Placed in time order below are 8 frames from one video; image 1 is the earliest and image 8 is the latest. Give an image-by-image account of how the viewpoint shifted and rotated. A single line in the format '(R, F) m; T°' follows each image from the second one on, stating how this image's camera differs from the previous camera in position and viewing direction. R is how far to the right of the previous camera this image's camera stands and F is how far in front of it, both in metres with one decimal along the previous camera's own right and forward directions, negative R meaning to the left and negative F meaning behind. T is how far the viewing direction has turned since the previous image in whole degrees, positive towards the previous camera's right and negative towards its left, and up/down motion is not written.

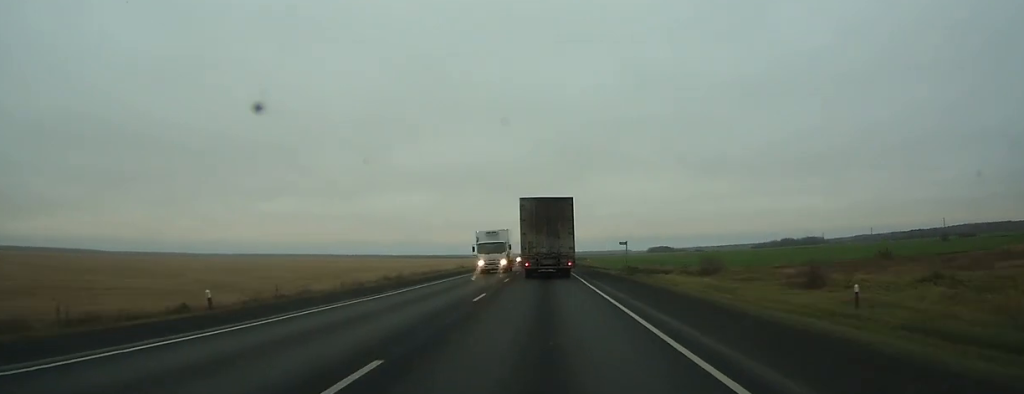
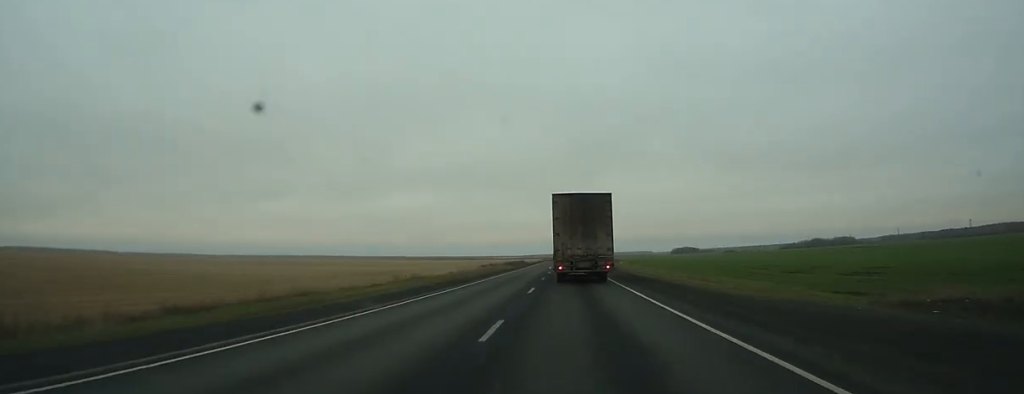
(-0.3, +68.2) m; -1°
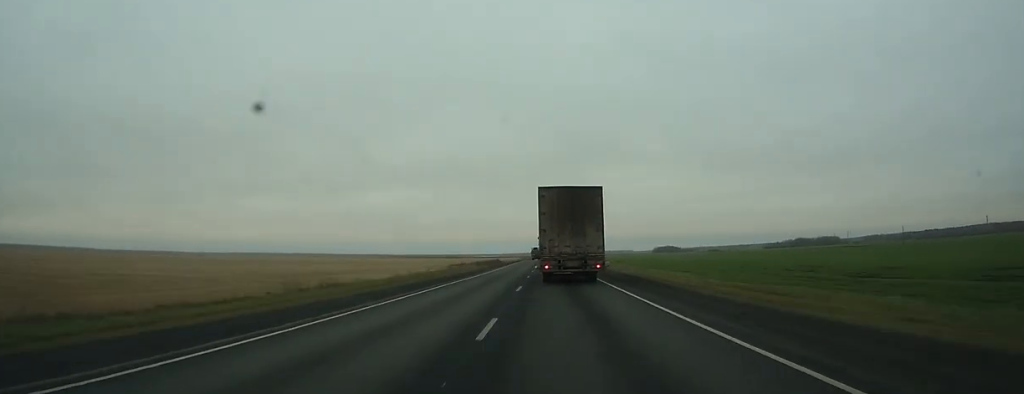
(-0.1, +23.0) m; 0°
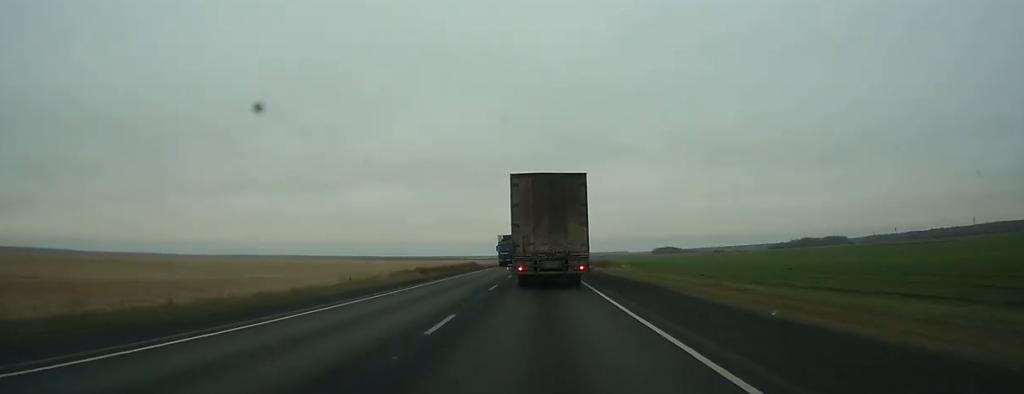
(+0.2, +58.4) m; 0°
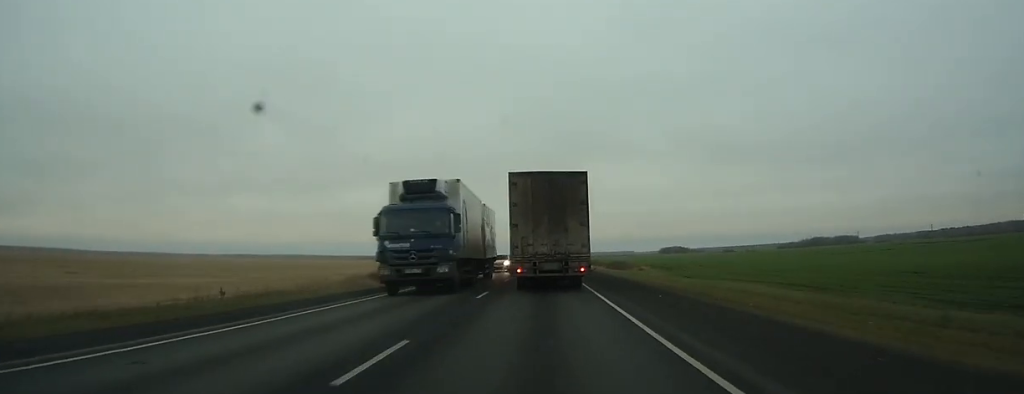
(0.0, +28.1) m; 0°
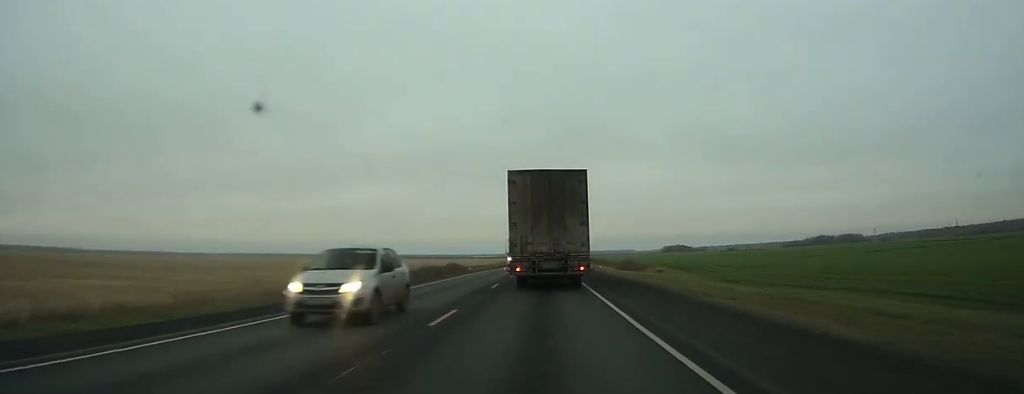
(0.0, +19.3) m; 0°
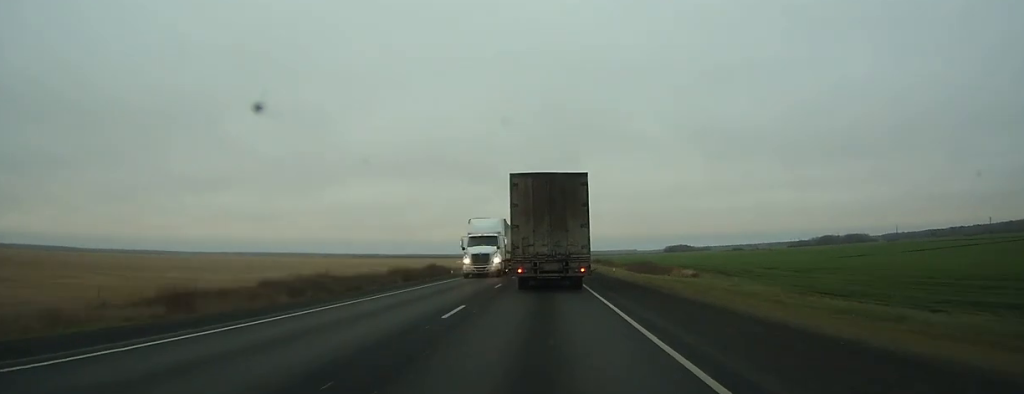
(0.0, +23.3) m; 0°
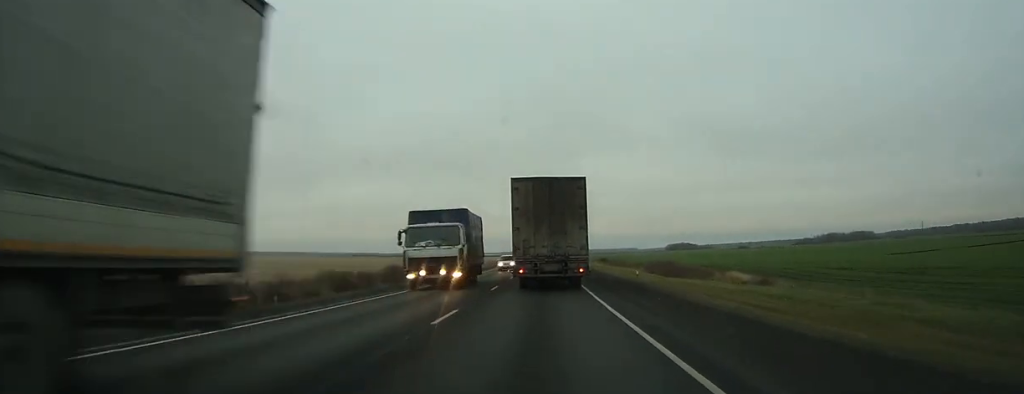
(-0.1, +25.8) m; 0°
